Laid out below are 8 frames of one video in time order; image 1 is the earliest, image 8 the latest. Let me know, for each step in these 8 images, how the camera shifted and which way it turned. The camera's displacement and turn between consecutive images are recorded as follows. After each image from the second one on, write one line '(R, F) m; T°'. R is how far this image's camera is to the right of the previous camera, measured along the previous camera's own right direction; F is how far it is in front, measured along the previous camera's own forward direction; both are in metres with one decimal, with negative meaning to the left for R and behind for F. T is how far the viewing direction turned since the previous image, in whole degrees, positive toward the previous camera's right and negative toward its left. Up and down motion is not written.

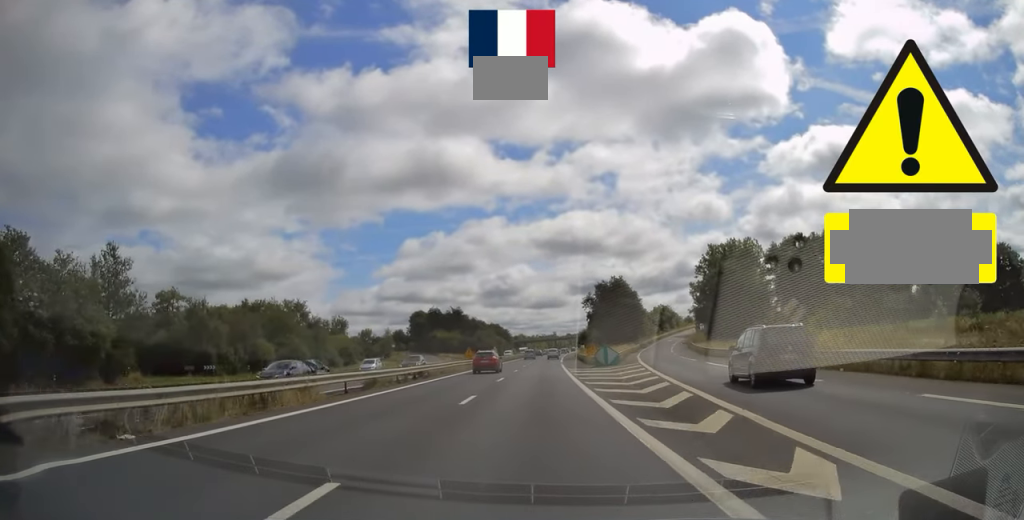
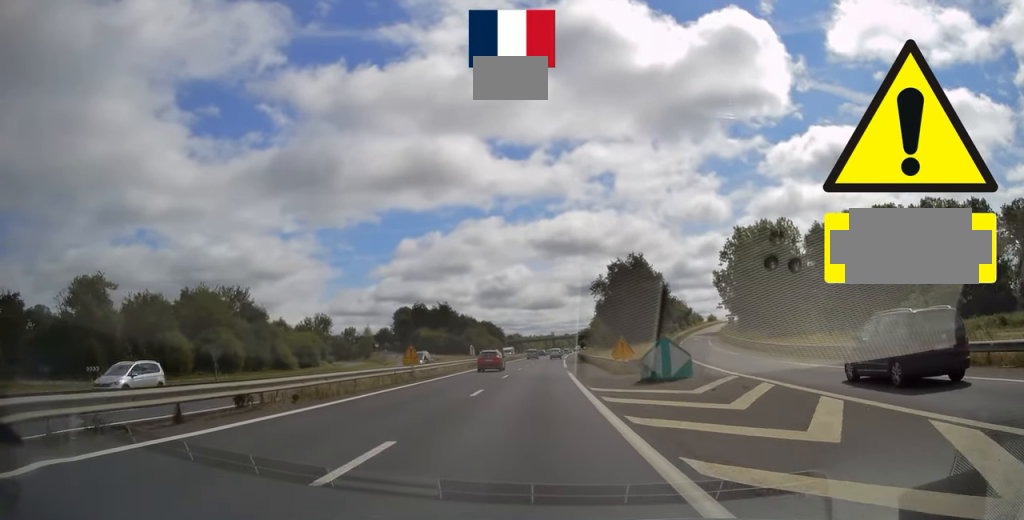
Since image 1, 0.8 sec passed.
(+0.4, +22.6) m; 0°
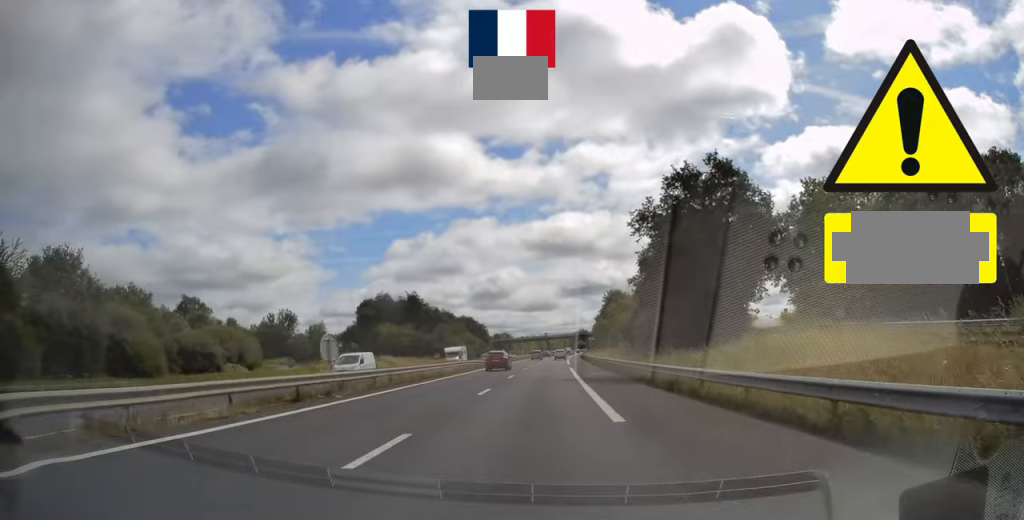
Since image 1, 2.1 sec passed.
(-0.3, +37.7) m; 0°
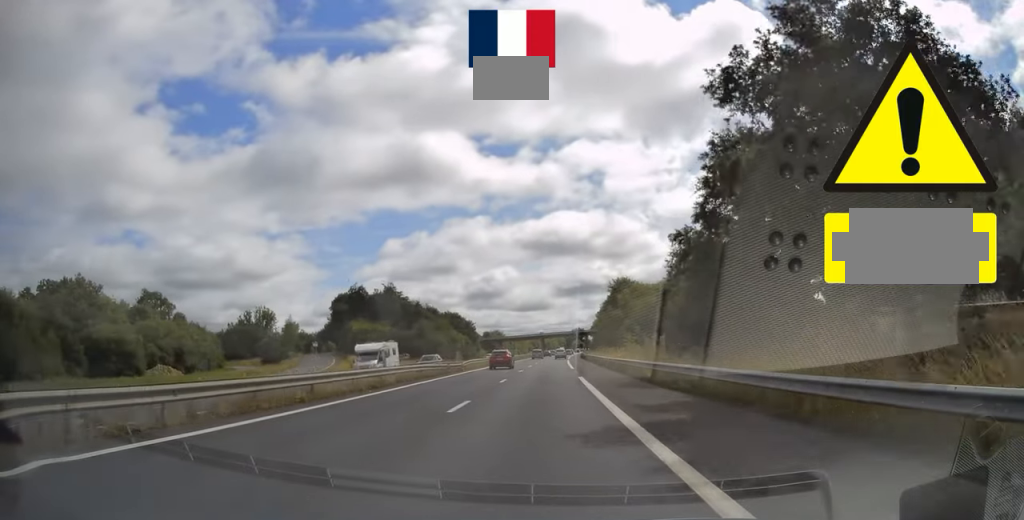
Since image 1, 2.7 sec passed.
(+0.3, +18.9) m; +1°
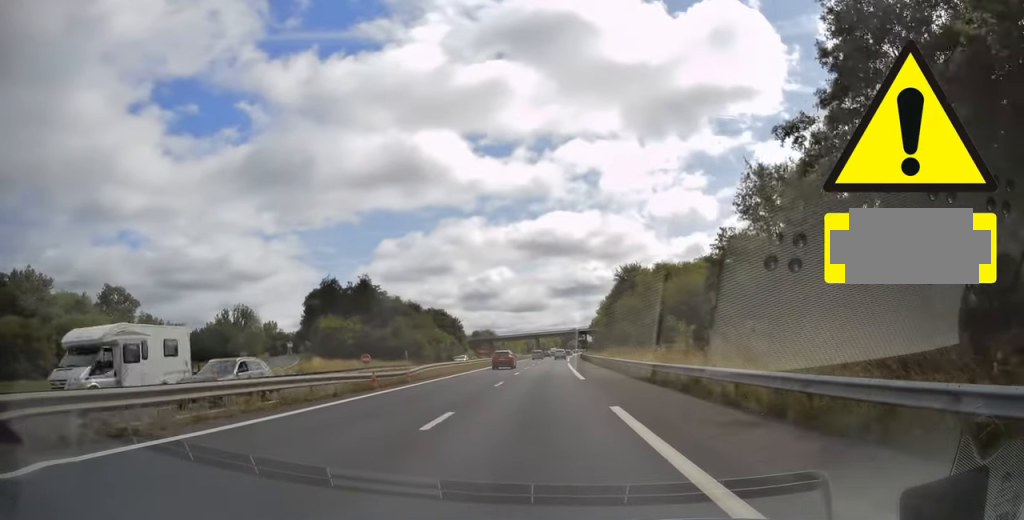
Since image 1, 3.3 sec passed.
(+0.1, +16.0) m; 0°
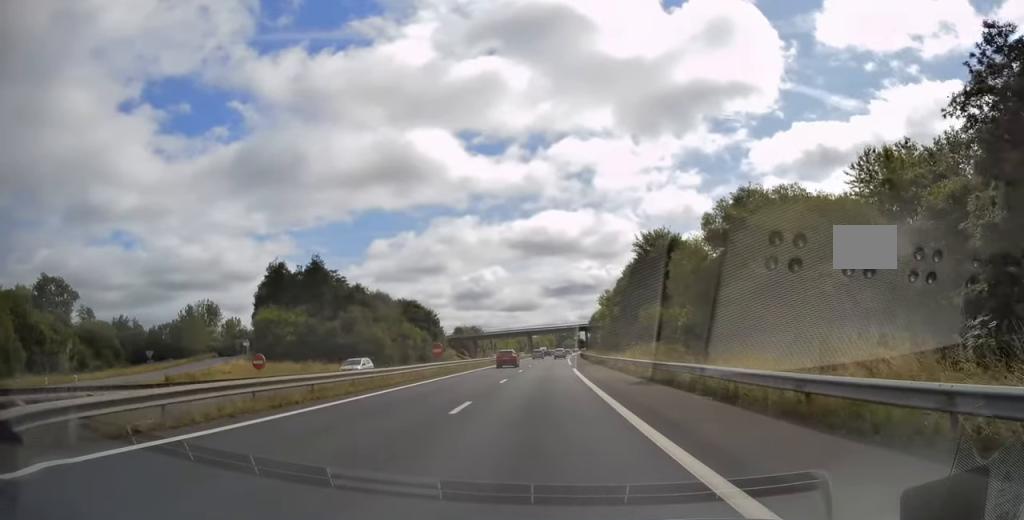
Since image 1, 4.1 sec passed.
(0.0, +23.8) m; 0°
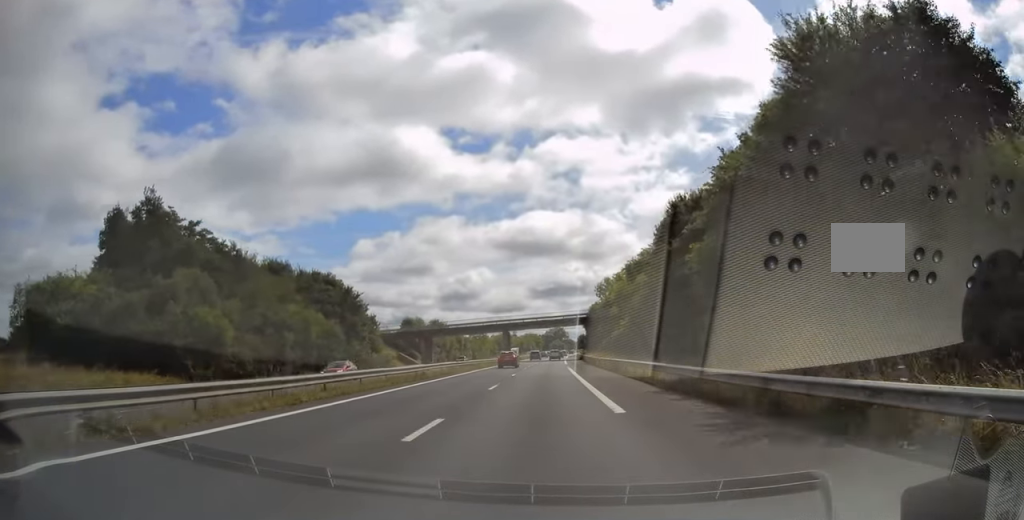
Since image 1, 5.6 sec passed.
(+0.4, +42.5) m; +2°
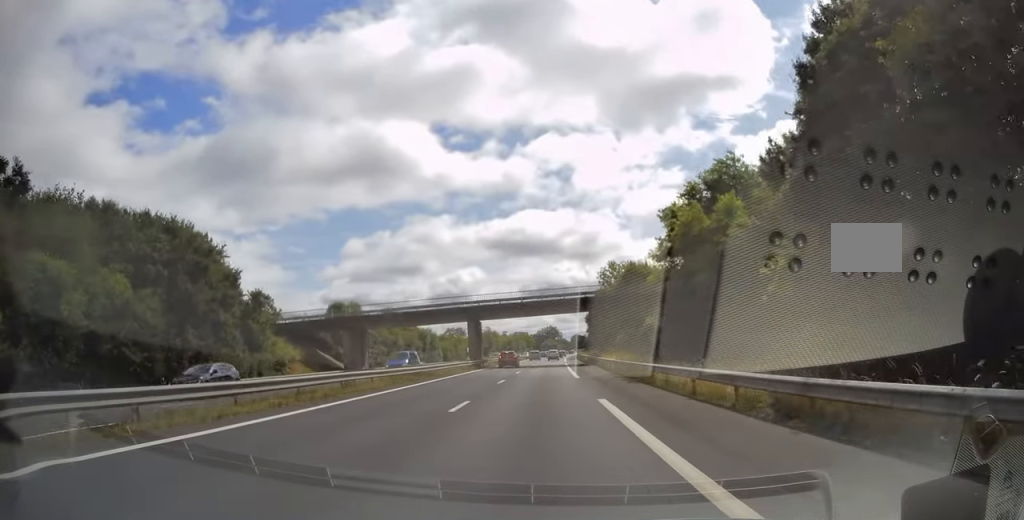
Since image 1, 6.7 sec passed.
(+0.6, +33.7) m; +1°
